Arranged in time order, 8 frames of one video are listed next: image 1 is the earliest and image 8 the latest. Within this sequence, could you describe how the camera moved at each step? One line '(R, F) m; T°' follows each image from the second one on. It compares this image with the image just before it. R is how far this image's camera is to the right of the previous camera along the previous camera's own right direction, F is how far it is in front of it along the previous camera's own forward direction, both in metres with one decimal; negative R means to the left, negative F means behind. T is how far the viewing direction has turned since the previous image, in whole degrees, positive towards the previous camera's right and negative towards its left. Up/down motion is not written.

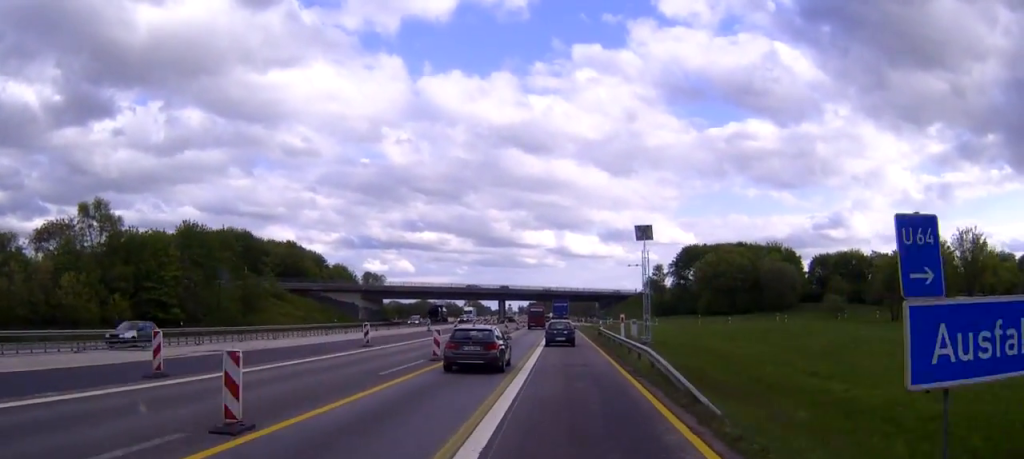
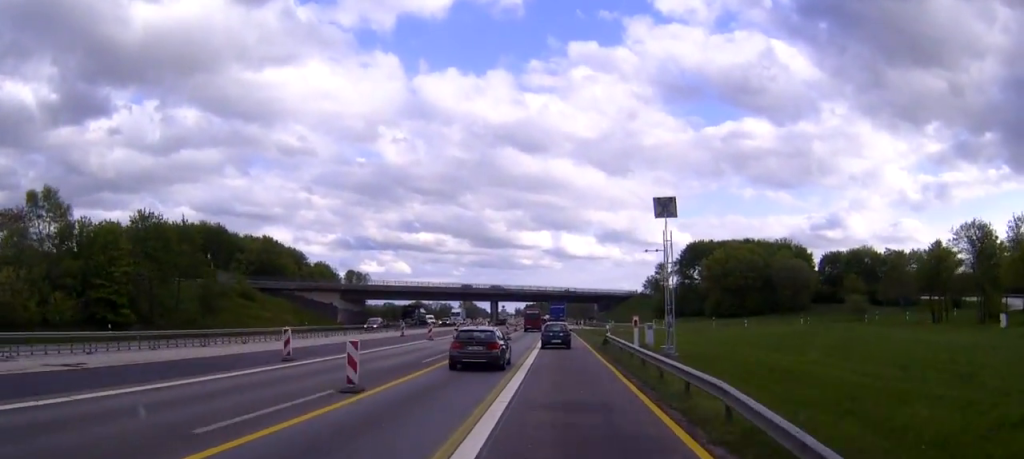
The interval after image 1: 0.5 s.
(0.0, +10.7) m; 0°
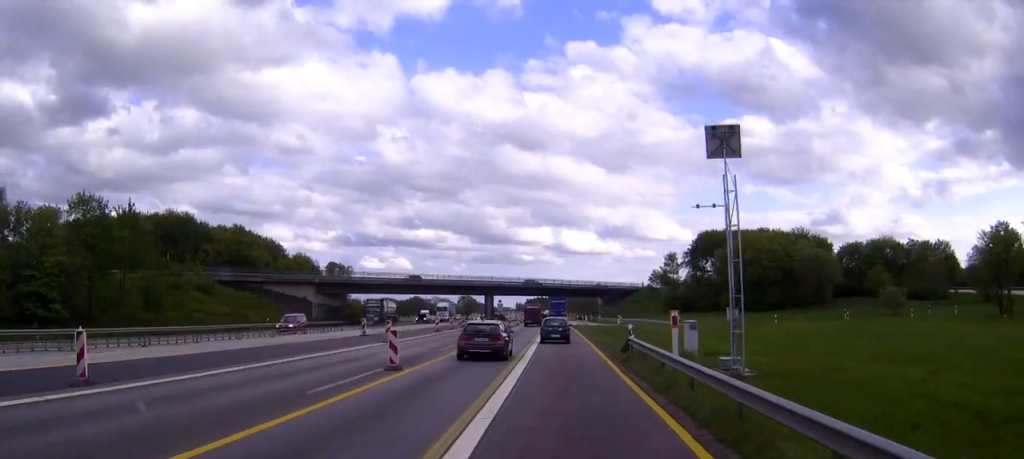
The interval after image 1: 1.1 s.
(+0.1, +13.0) m; 0°
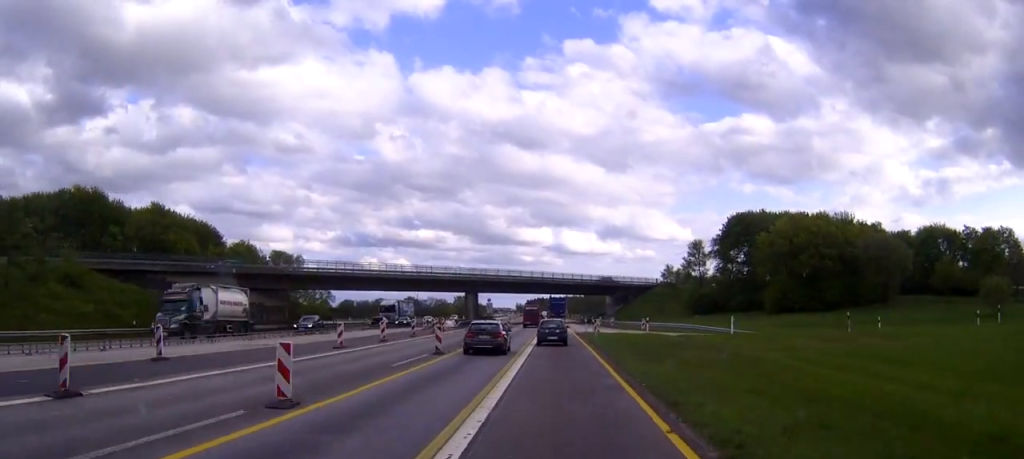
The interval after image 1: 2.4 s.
(0.0, +27.5) m; 0°
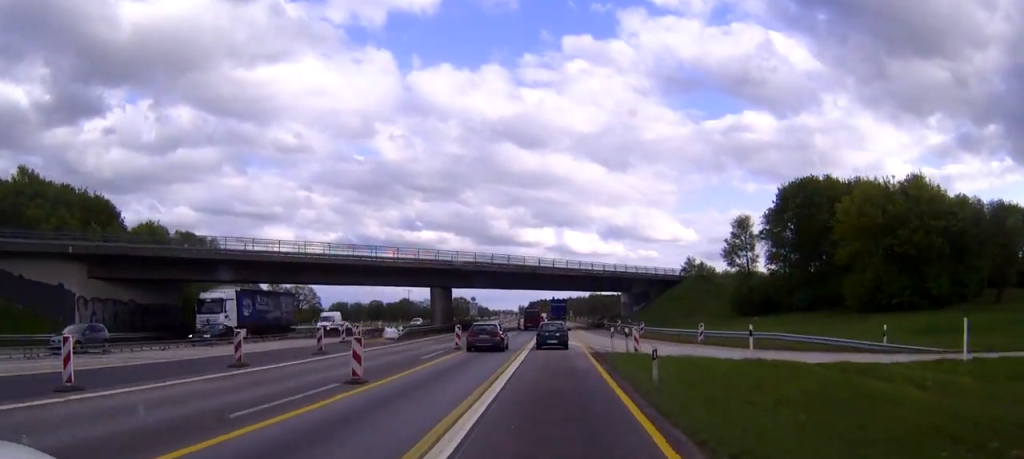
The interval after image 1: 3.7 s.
(-0.1, +29.9) m; 0°
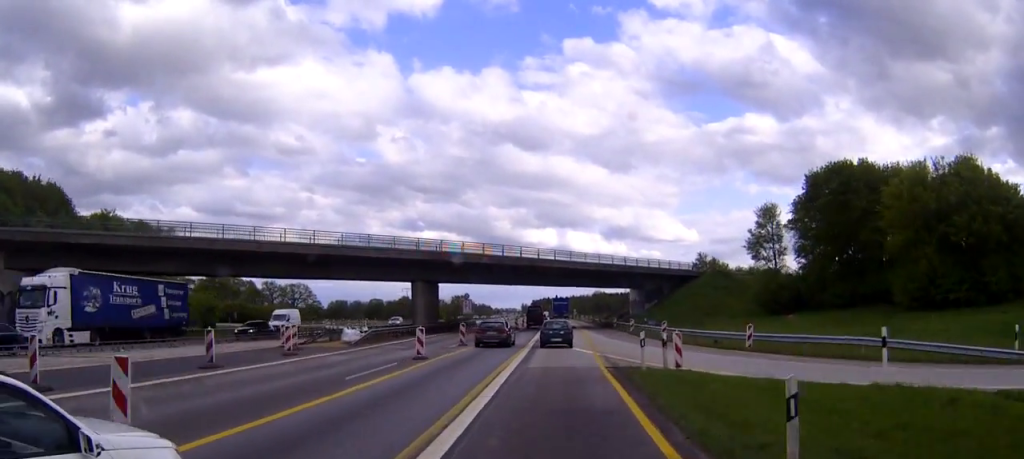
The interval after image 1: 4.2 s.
(0.0, +11.0) m; 0°
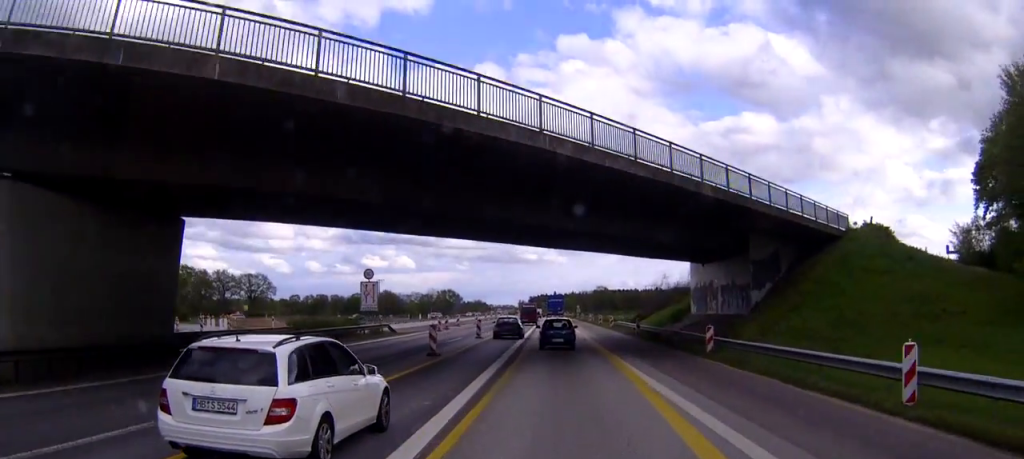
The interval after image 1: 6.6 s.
(-0.2, +51.6) m; 0°
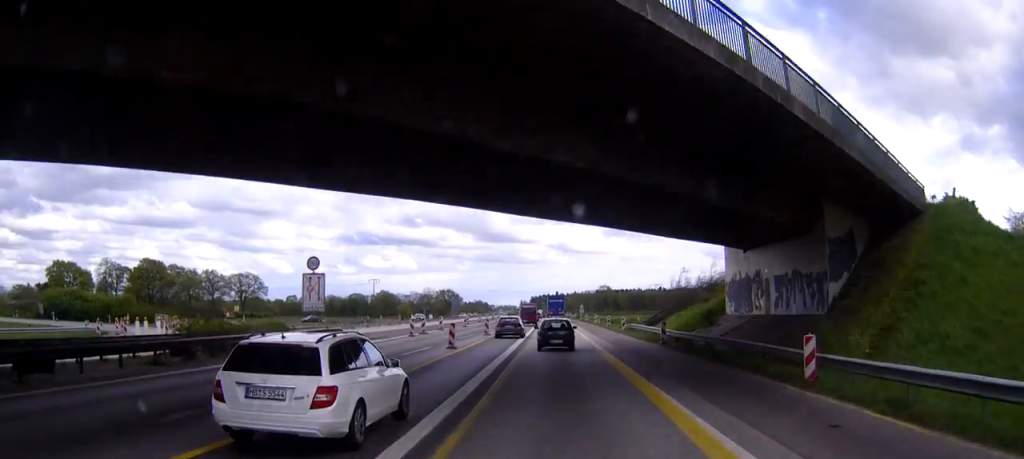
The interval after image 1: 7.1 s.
(0.0, +11.9) m; 0°
